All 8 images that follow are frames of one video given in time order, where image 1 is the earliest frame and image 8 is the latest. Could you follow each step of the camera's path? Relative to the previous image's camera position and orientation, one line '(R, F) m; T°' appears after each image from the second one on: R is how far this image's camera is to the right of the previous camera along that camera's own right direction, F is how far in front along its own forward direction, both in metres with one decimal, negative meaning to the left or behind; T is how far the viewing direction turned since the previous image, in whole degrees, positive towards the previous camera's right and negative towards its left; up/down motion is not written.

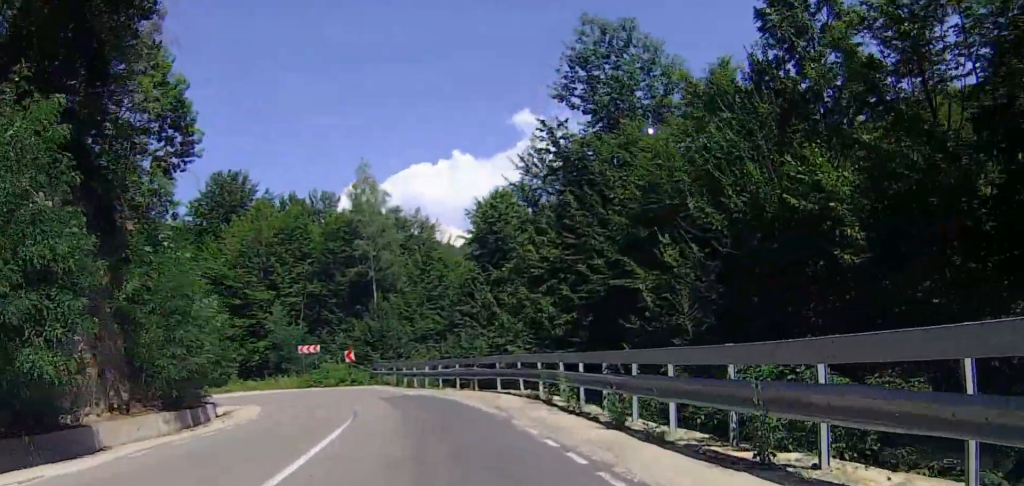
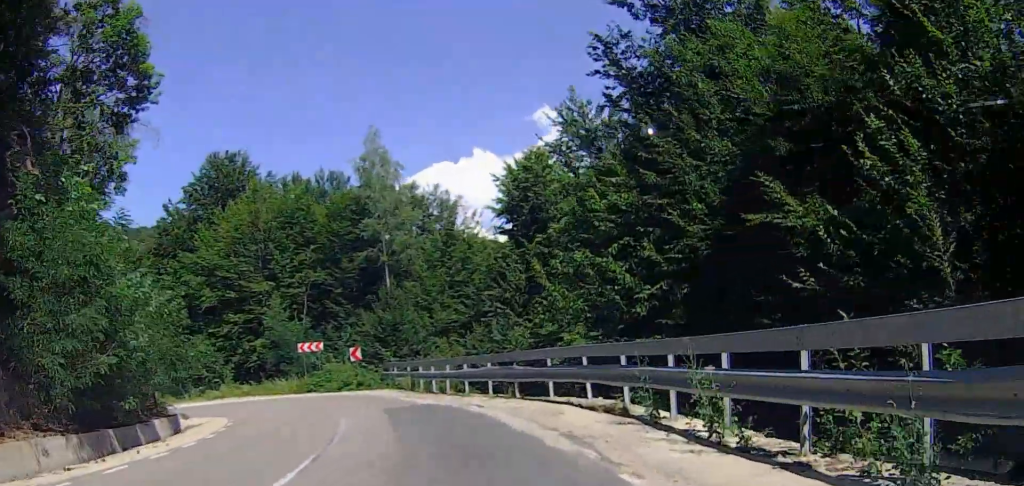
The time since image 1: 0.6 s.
(-0.5, +7.0) m; -2°
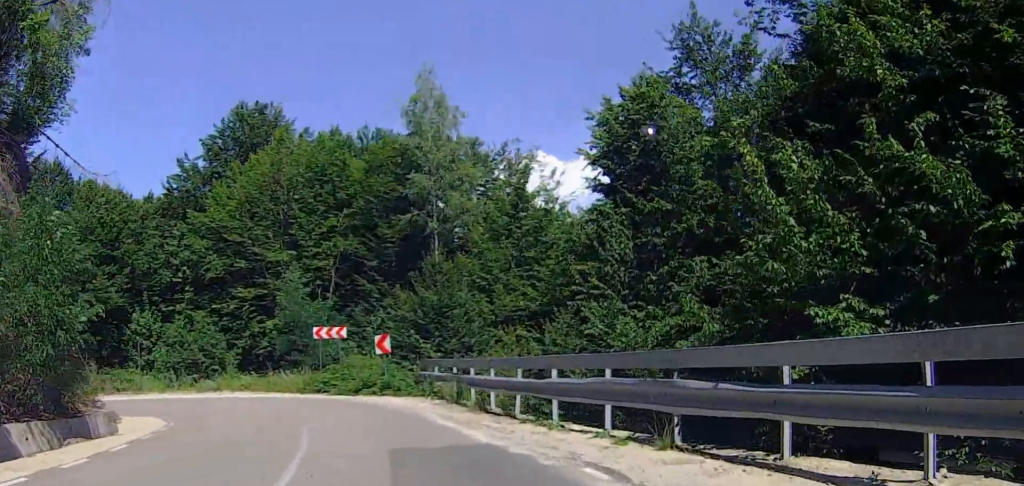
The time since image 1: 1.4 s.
(-0.3, +9.7) m; -2°
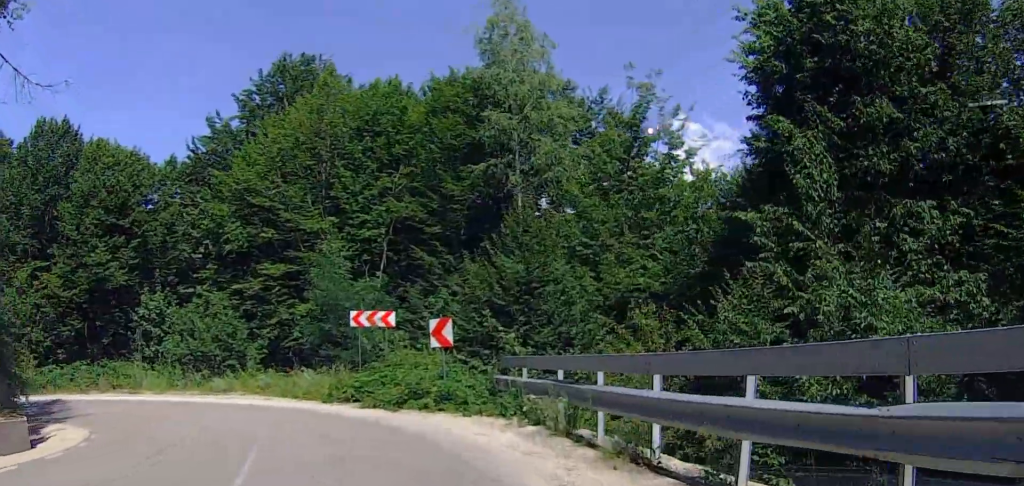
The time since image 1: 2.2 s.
(-0.1, +8.8) m; -10°
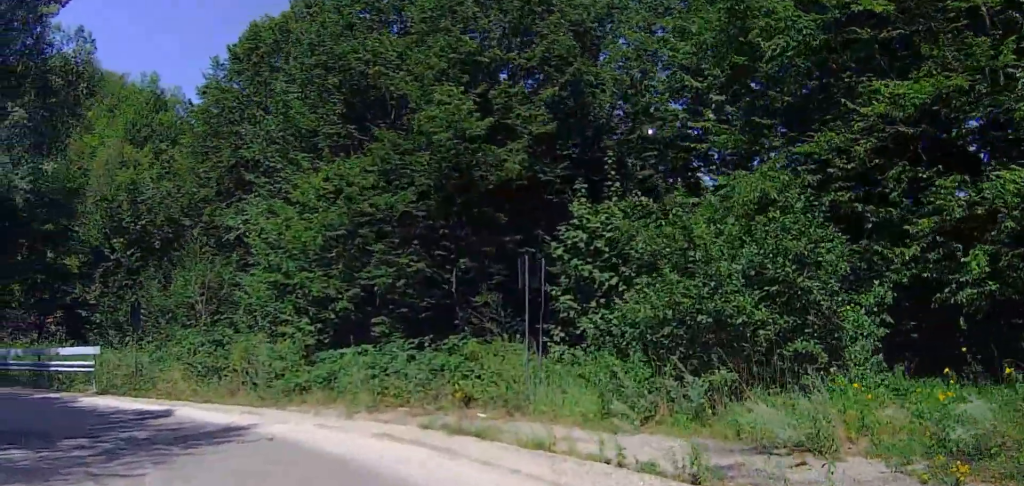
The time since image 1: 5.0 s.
(-11.4, +14.0) m; -58°
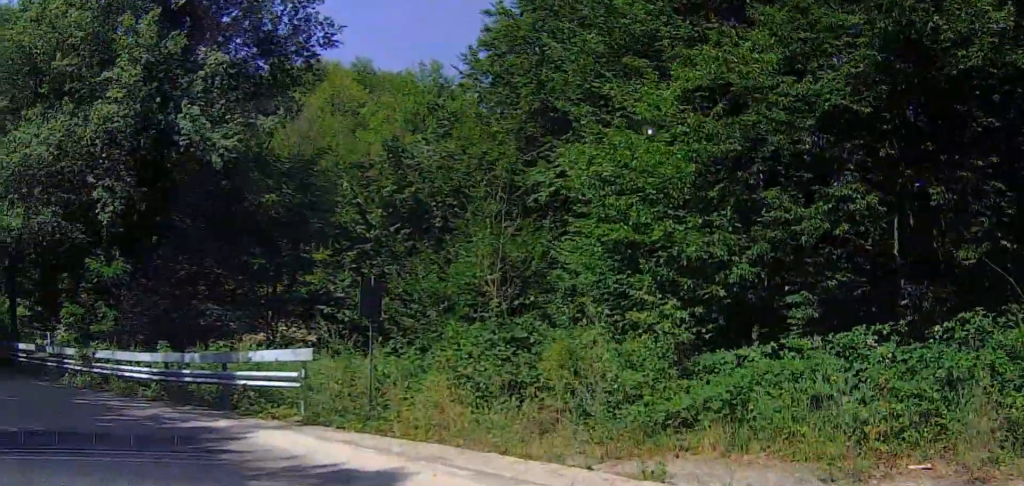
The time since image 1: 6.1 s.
(0.0, +6.1) m; 0°
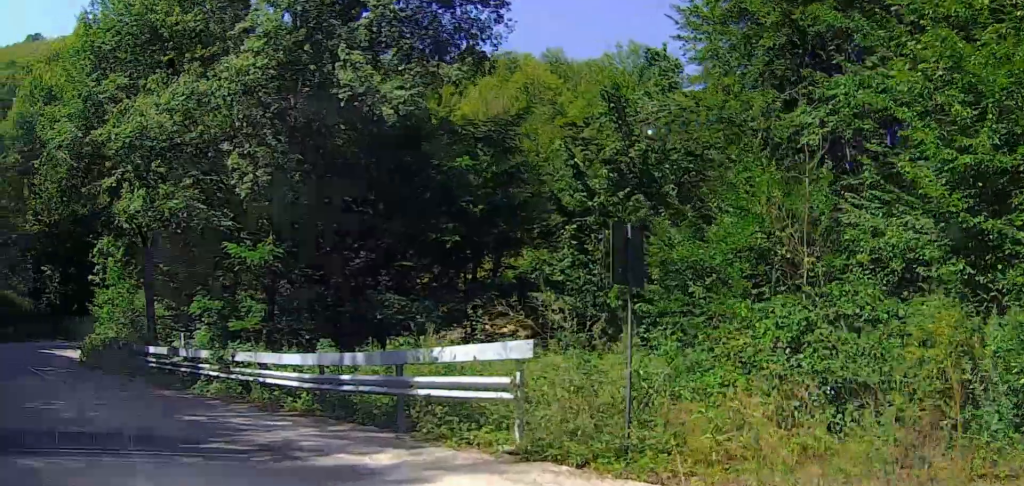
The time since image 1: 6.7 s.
(0.0, +3.1) m; 0°
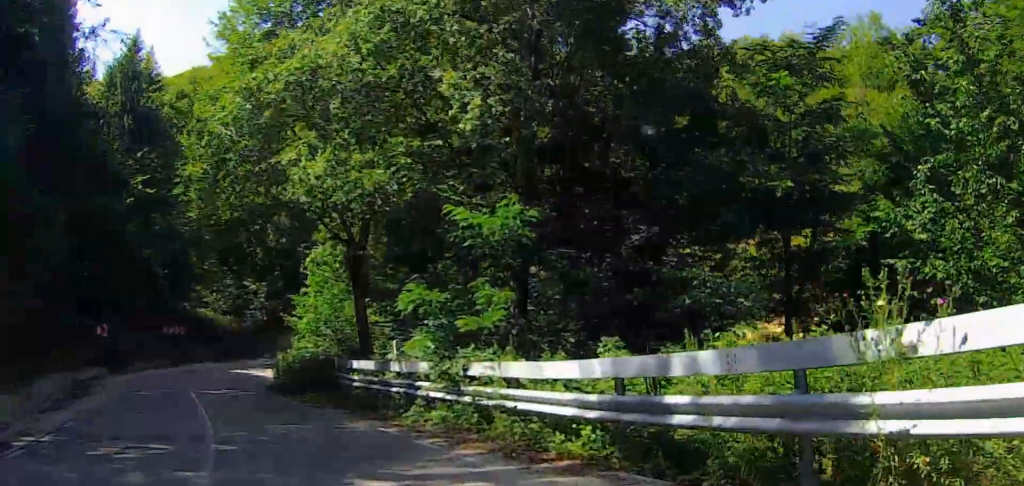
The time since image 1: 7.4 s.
(0.0, +4.1) m; -6°
